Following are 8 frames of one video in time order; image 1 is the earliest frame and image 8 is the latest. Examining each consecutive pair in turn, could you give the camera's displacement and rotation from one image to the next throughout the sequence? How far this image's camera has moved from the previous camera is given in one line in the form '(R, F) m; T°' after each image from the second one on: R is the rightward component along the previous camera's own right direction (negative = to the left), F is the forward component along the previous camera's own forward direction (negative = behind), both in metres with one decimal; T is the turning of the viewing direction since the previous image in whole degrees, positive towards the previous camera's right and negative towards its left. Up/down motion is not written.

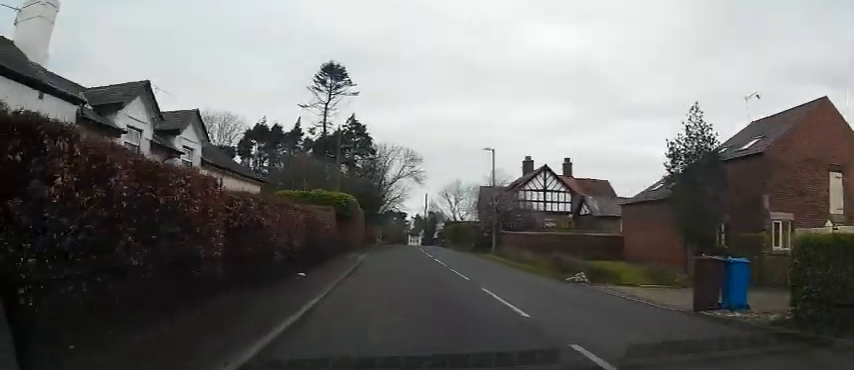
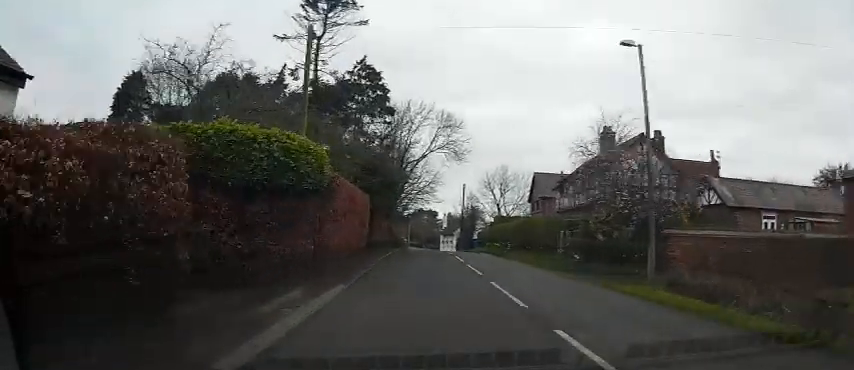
(-1.0, +16.9) m; -6°
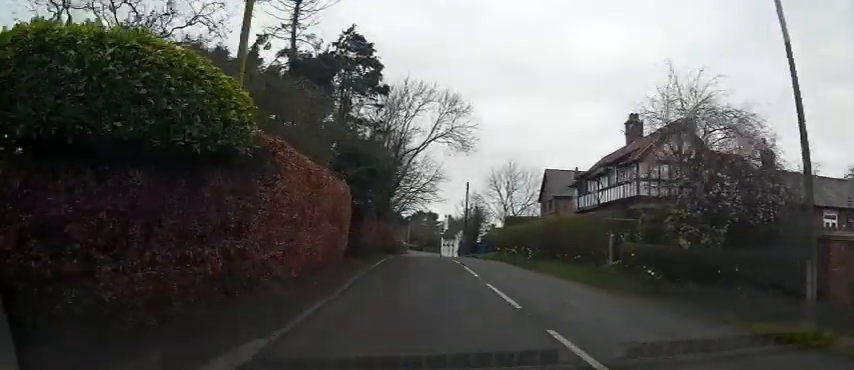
(-0.2, +5.9) m; 0°
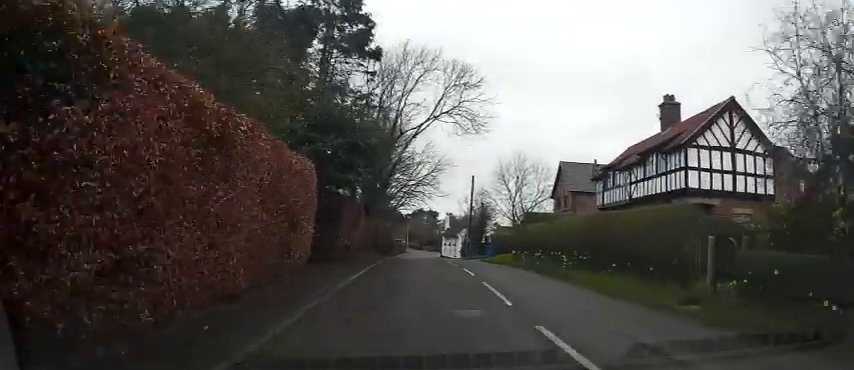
(-0.2, +5.9) m; 0°
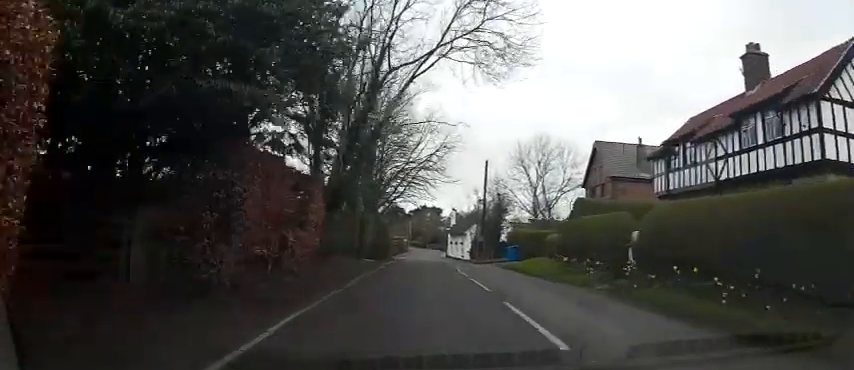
(+0.4, +9.6) m; 0°
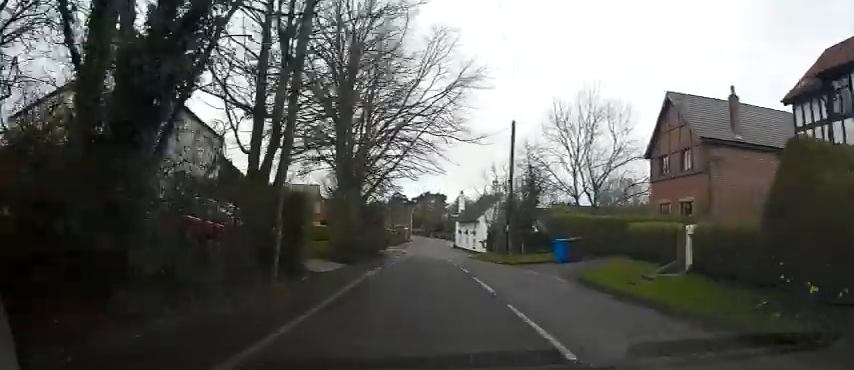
(-0.4, +12.3) m; 0°
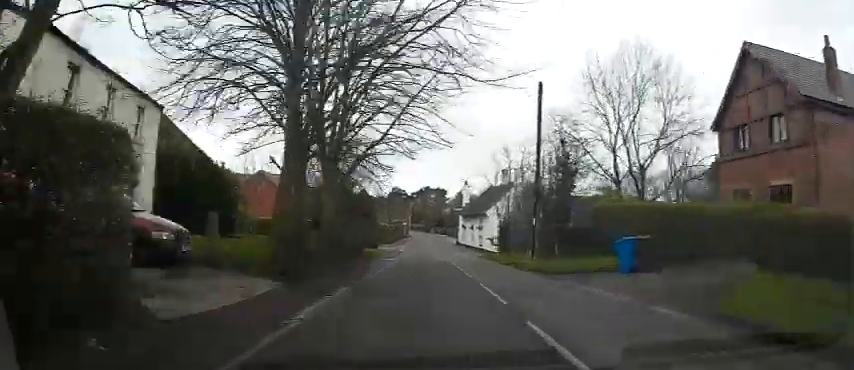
(+0.3, +8.0) m; 0°
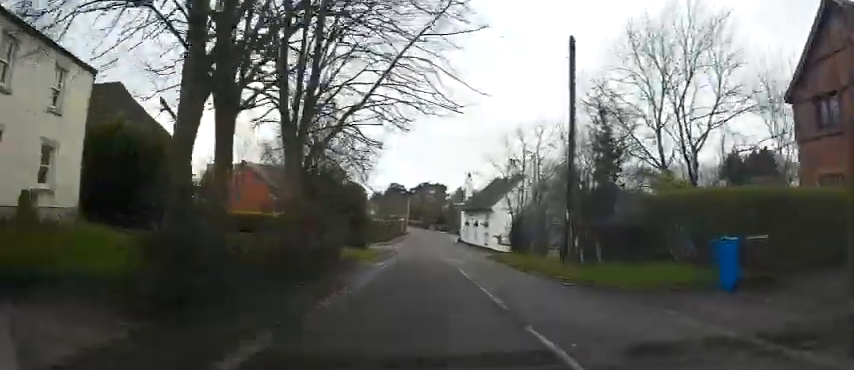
(0.0, +6.1) m; -1°
